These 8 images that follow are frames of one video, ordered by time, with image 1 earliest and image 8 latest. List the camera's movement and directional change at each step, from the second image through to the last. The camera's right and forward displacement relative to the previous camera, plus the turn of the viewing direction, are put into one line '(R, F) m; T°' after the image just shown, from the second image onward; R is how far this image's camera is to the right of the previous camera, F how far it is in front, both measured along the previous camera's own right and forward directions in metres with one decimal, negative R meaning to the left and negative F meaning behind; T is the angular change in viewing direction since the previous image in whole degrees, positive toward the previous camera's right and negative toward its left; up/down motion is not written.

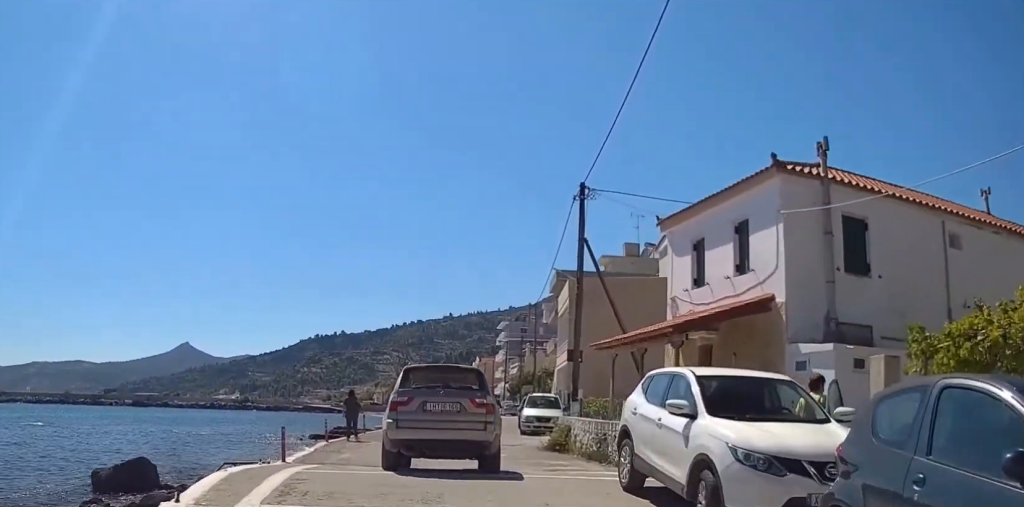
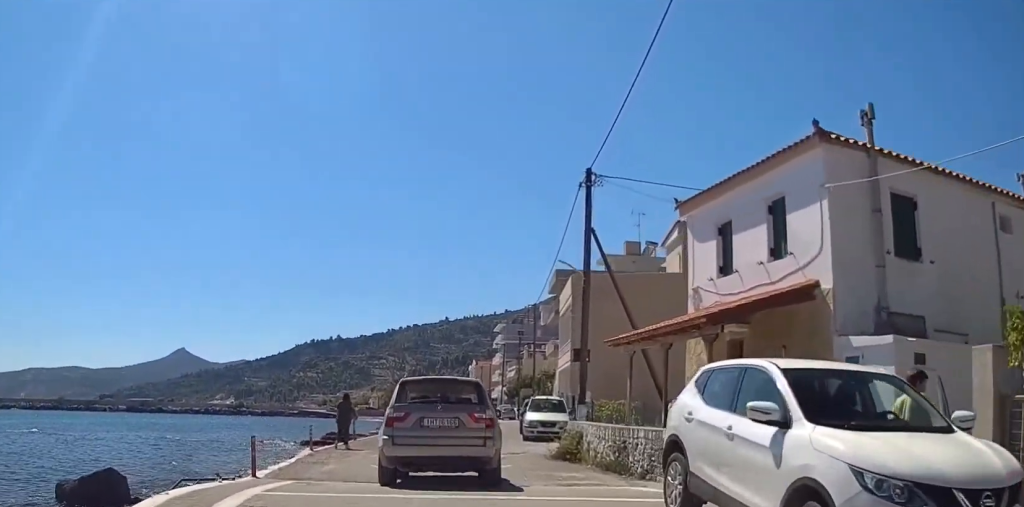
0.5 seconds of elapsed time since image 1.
(+0.1, +2.3) m; 0°
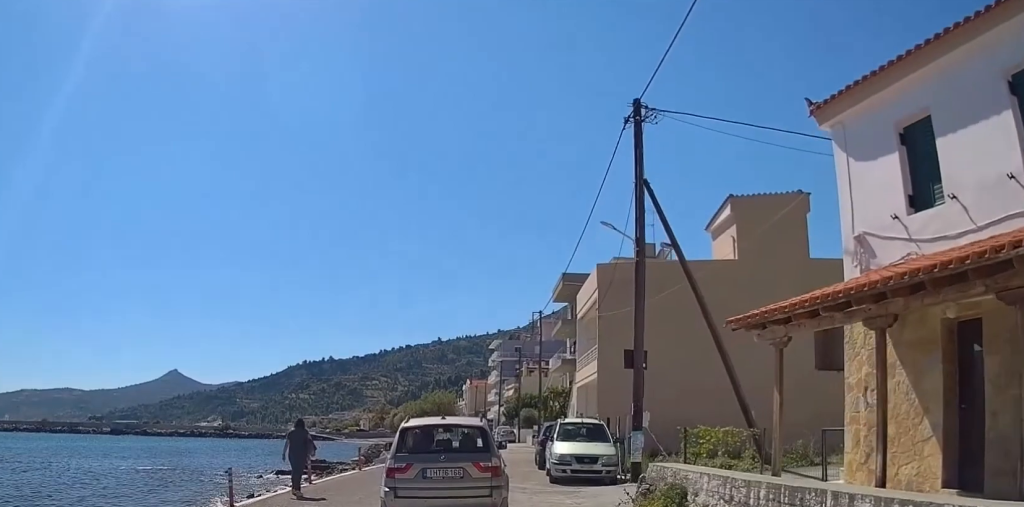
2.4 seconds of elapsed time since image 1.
(-0.1, +8.0) m; 0°
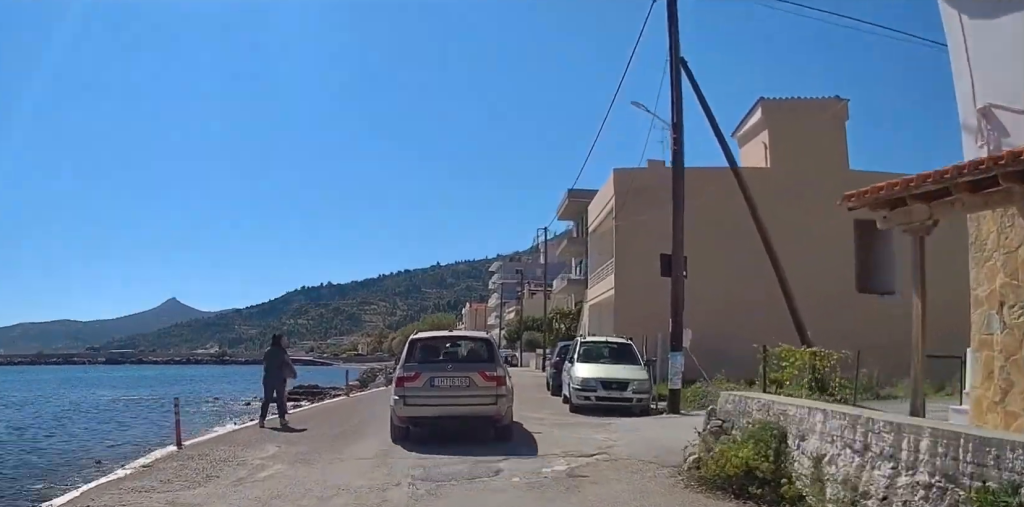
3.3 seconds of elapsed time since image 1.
(+0.1, +2.8) m; 0°
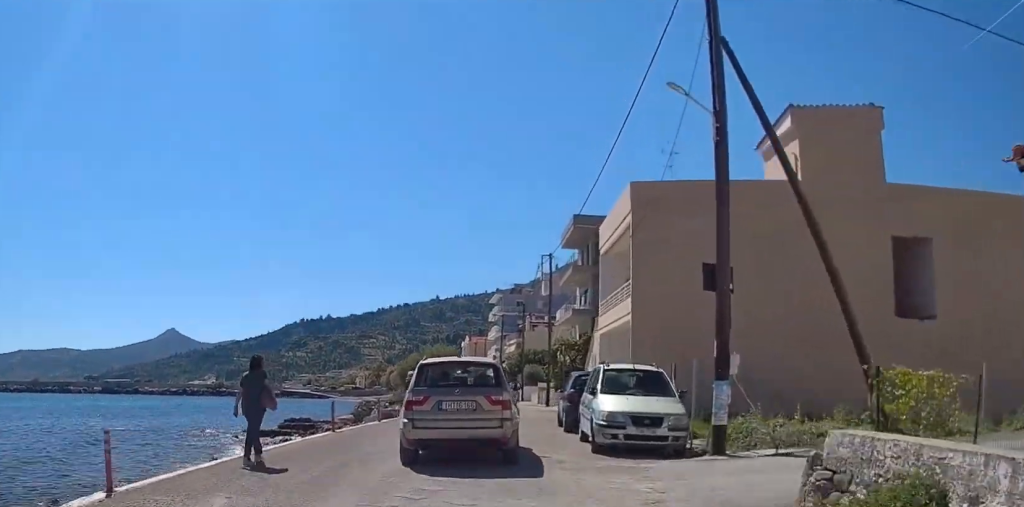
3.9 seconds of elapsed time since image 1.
(-0.1, +2.2) m; -2°
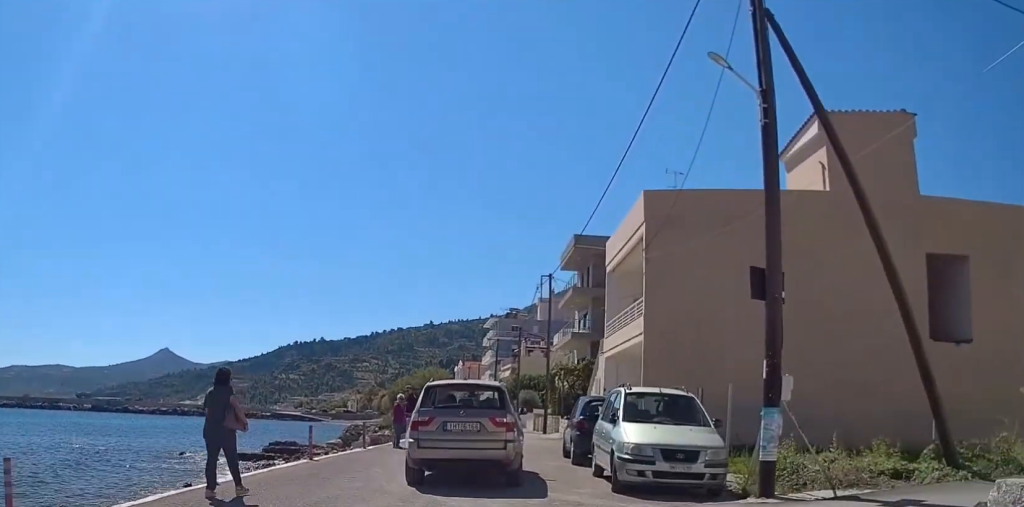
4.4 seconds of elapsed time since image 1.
(0.0, +1.9) m; 0°
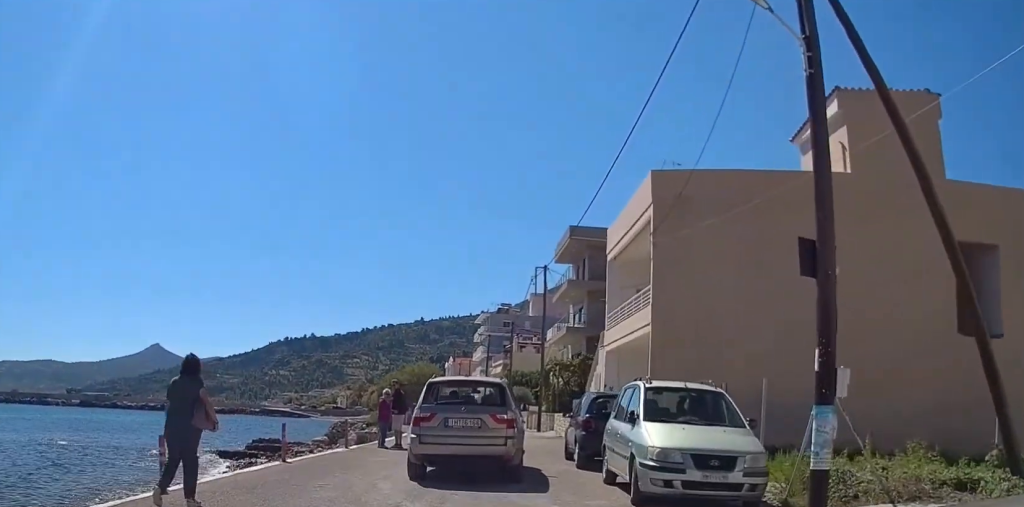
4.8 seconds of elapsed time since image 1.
(0.0, +1.5) m; 0°
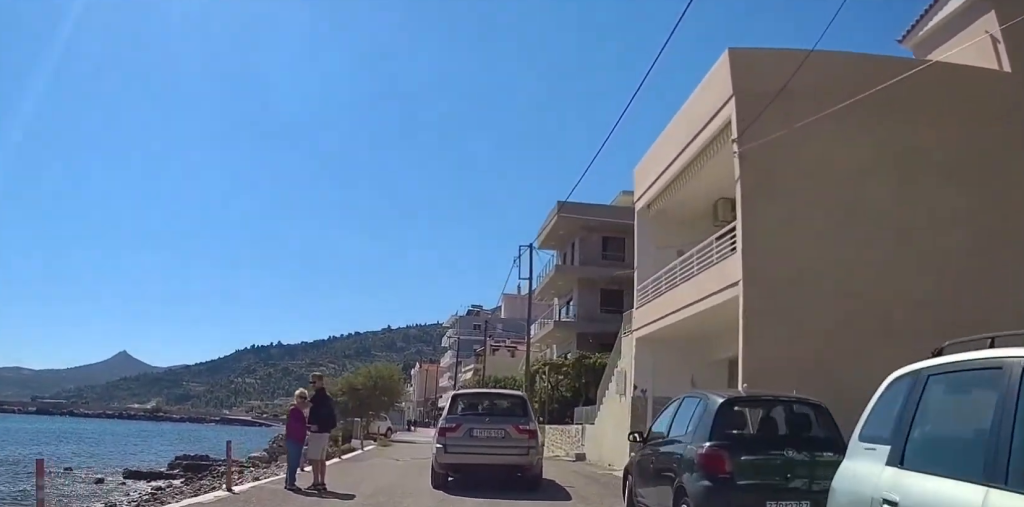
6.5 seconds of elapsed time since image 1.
(+0.2, +7.4) m; +2°
